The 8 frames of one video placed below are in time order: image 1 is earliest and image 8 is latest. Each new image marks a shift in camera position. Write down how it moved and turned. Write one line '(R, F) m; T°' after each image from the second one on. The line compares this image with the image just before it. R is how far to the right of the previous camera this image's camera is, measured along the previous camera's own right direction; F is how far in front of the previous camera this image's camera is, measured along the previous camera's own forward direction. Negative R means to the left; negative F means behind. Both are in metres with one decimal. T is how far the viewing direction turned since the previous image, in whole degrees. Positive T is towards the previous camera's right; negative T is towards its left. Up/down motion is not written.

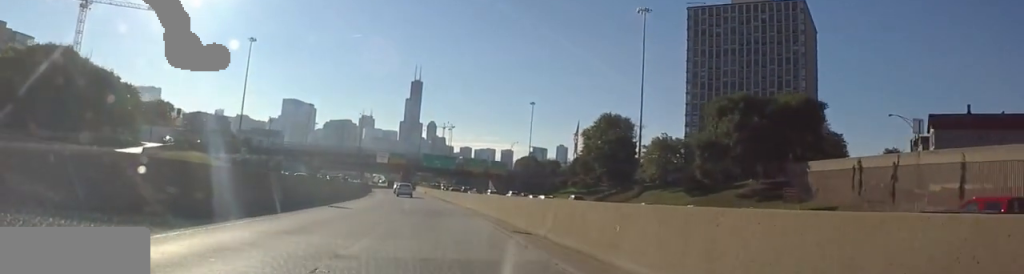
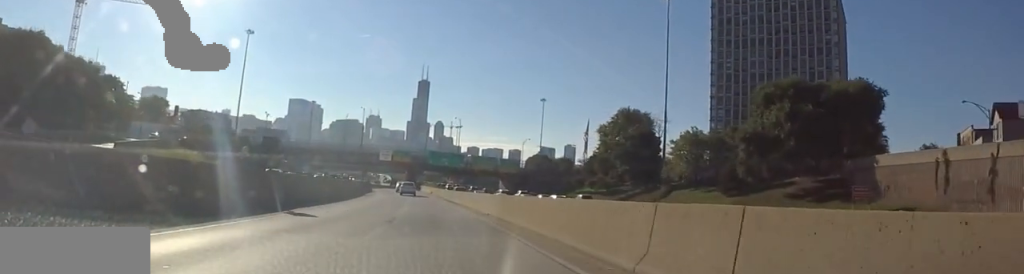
(+0.2, +10.2) m; -1°
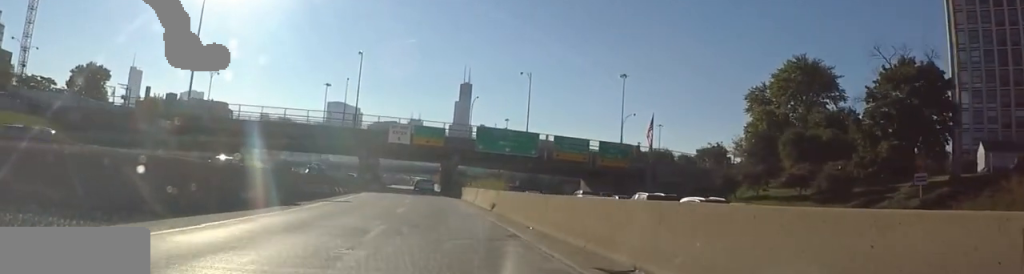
(-2.9, +62.1) m; -3°
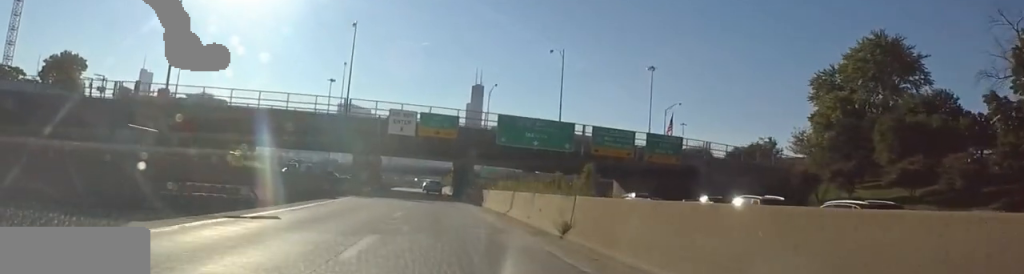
(0.0, +15.9) m; 0°
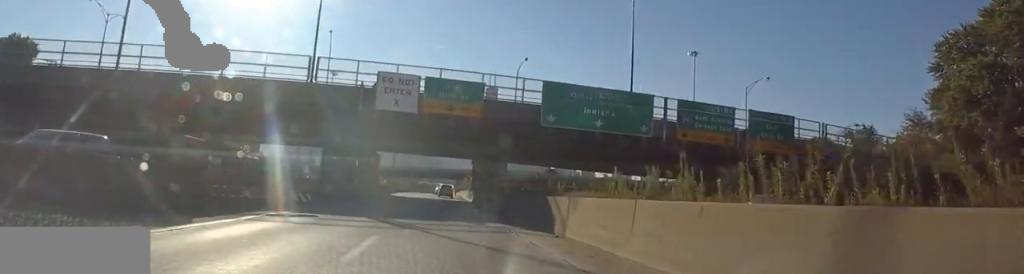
(+0.1, +22.6) m; 0°
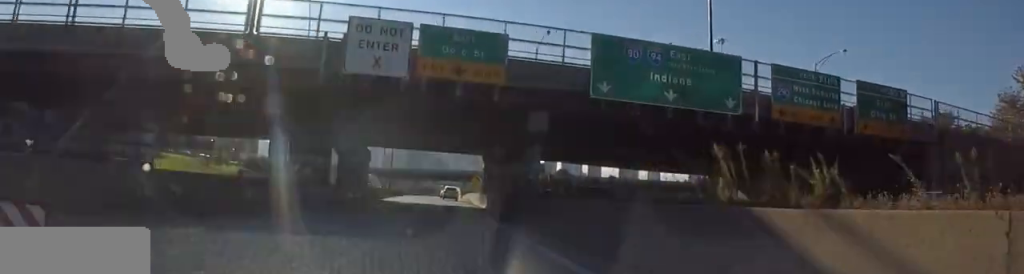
(+0.2, +14.1) m; 0°
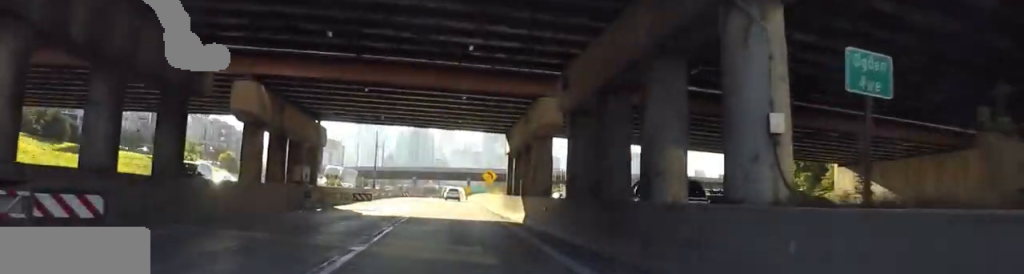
(-0.5, +22.6) m; -2°
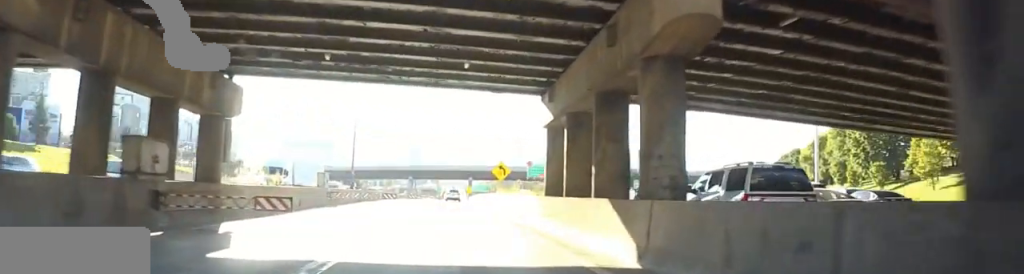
(-0.1, +14.7) m; 0°
